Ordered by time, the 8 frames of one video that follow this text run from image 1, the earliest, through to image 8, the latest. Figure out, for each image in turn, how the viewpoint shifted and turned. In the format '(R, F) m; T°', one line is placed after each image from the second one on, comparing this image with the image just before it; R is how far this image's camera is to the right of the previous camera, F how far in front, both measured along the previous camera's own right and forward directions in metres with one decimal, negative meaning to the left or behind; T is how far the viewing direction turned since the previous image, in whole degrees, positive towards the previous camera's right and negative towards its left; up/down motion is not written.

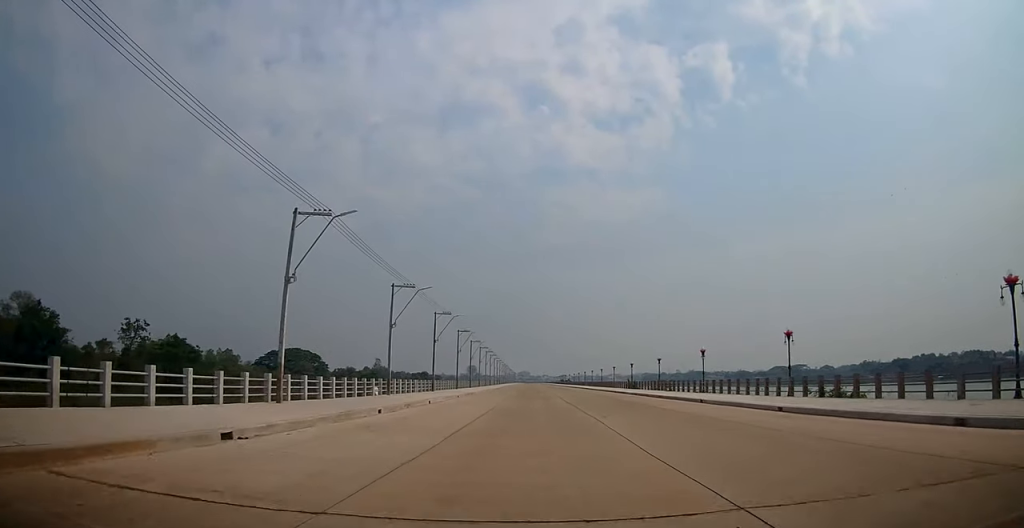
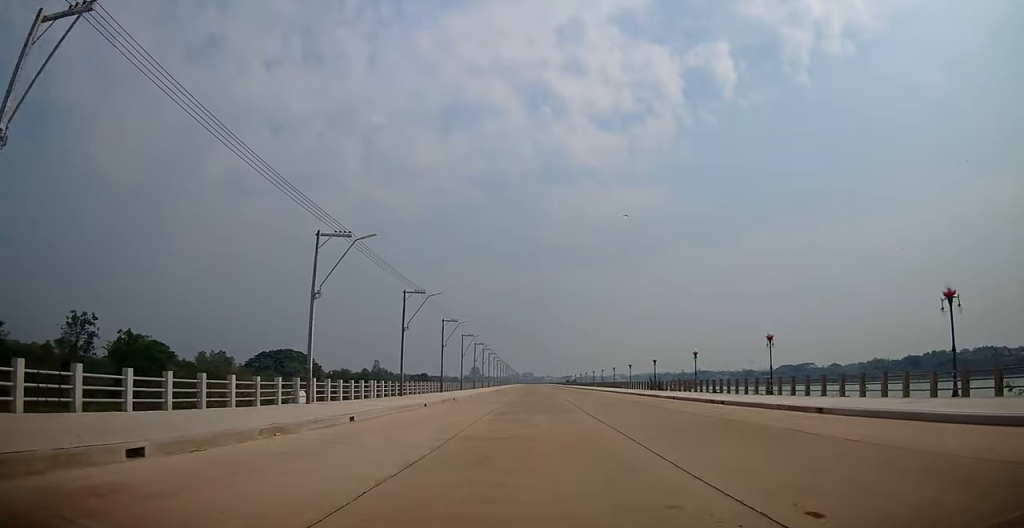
(-0.1, +13.3) m; -1°
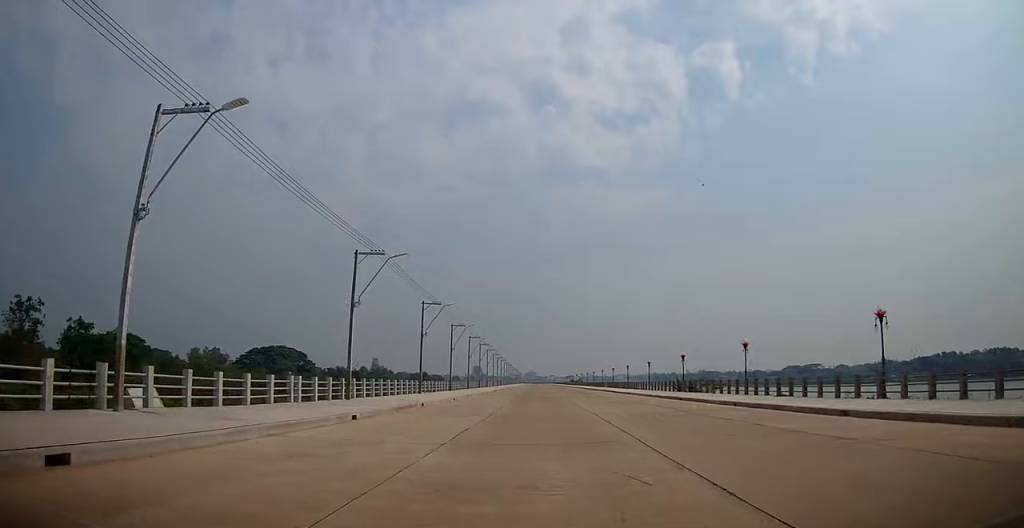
(-0.1, +11.5) m; 0°
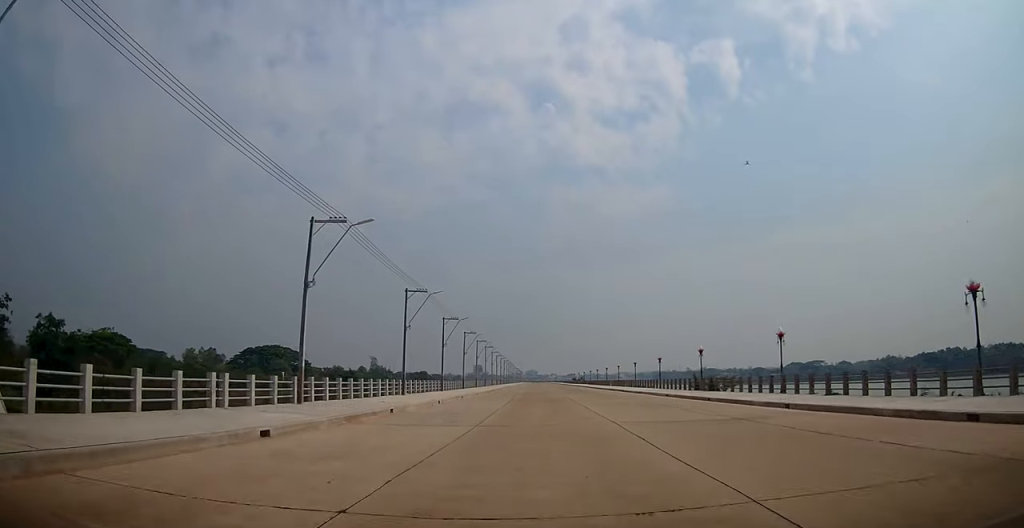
(0.0, +5.8) m; 0°
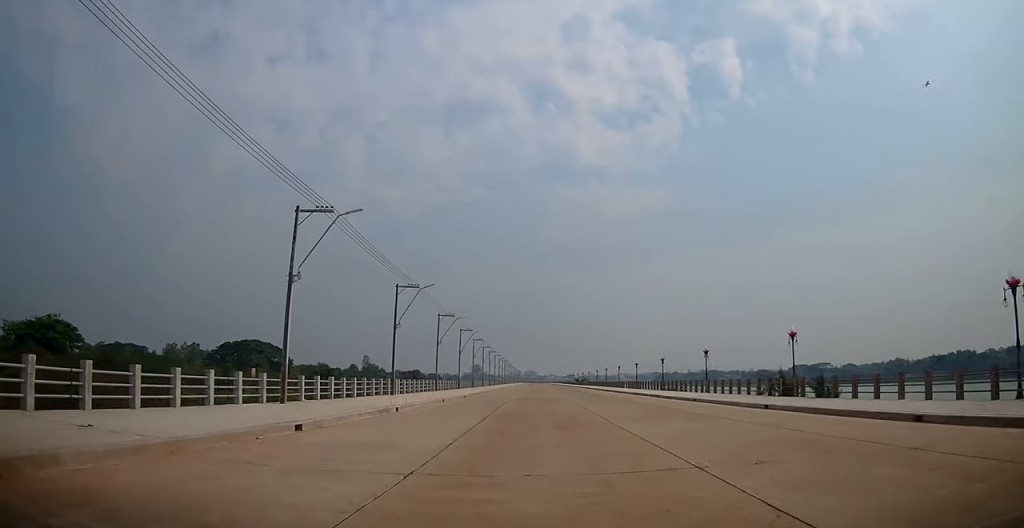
(+0.1, +17.9) m; 0°
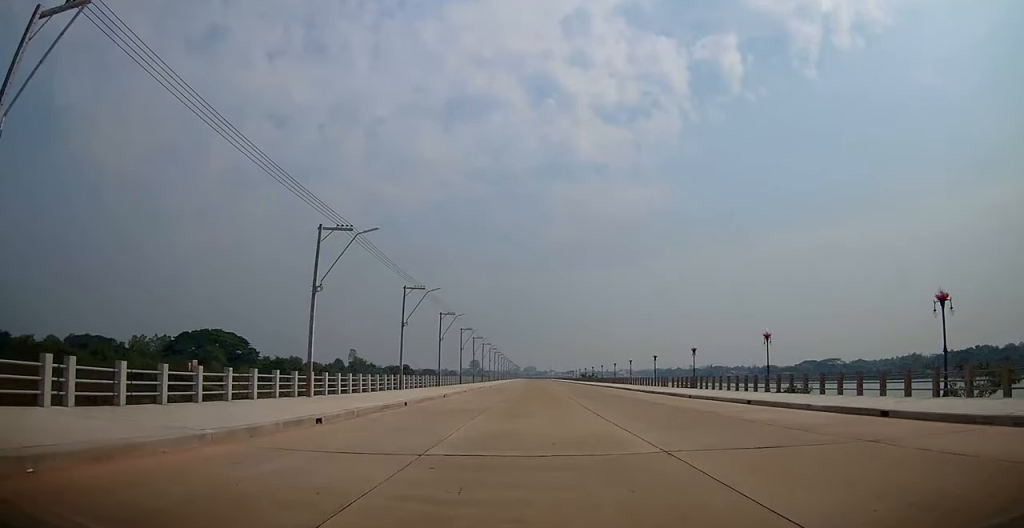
(-0.3, +28.4) m; -1°
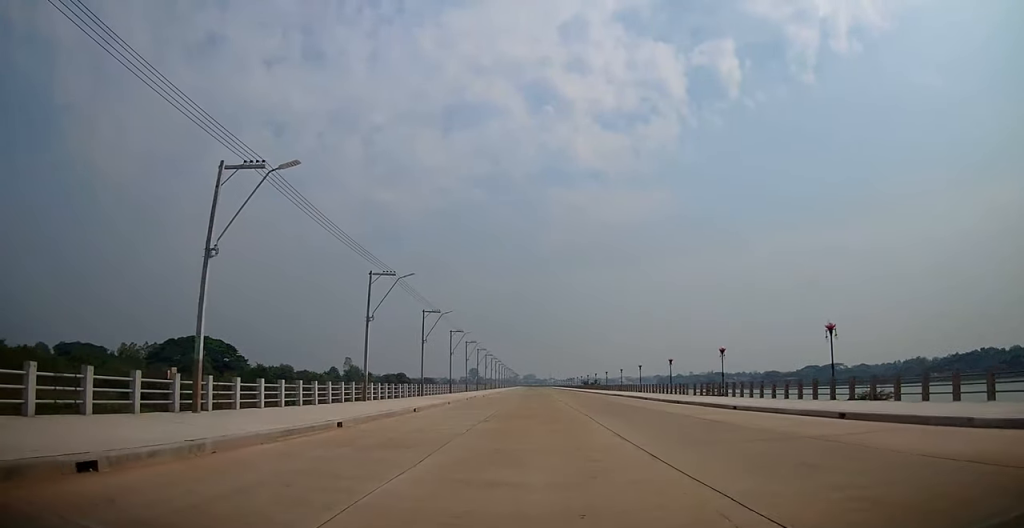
(0.0, +7.9) m; +1°
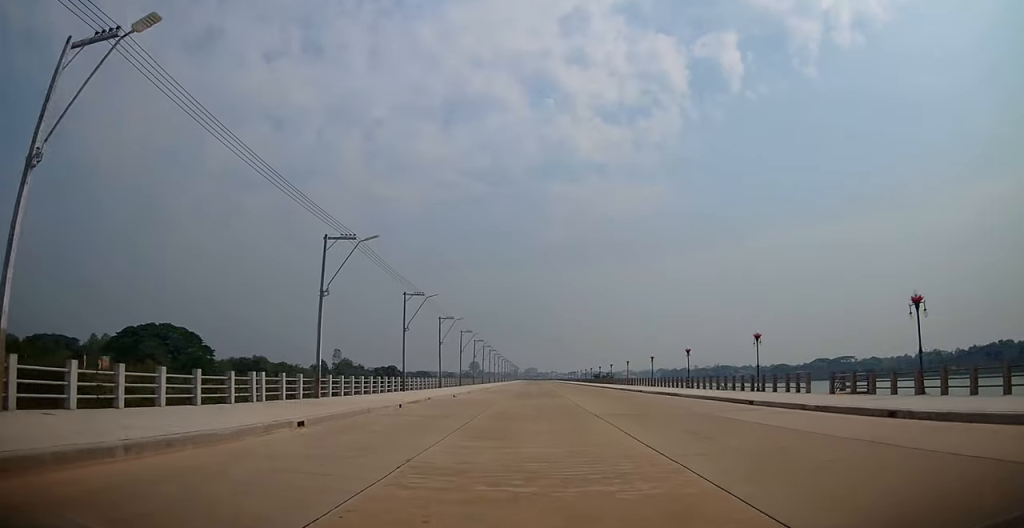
(+0.8, +22.9) m; +1°
